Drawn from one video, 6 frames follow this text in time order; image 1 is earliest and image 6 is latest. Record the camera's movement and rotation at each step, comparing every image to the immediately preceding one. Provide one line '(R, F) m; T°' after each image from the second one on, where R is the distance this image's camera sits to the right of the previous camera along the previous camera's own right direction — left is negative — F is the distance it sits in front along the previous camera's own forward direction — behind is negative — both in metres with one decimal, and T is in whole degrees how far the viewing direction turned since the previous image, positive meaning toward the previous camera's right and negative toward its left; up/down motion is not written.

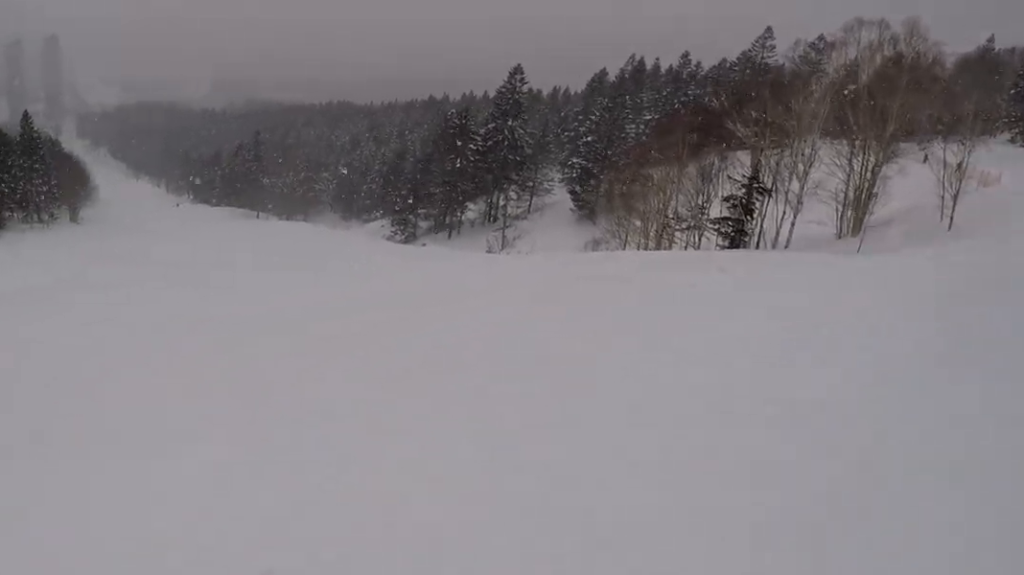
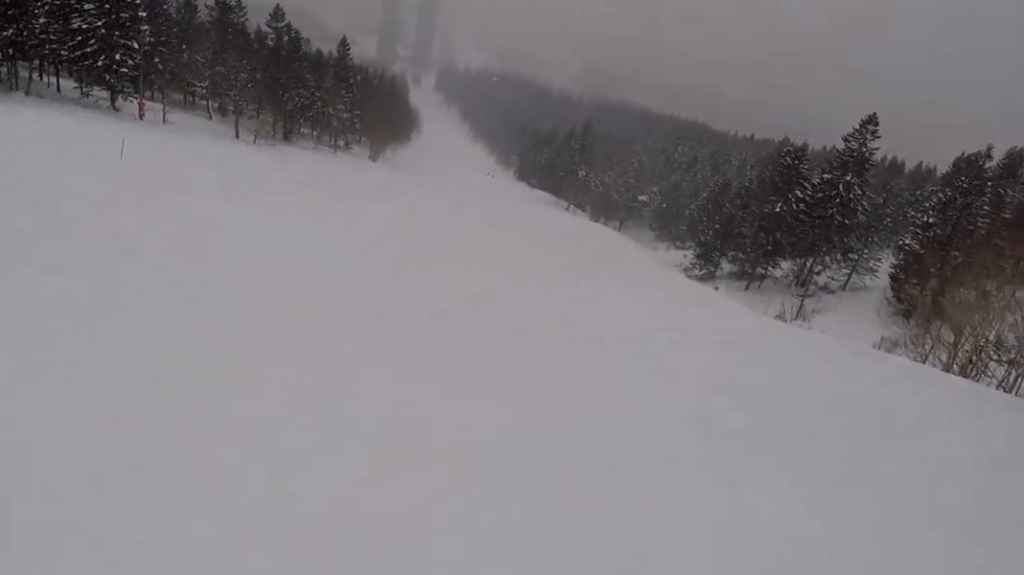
(-3.3, +9.8) m; -47°
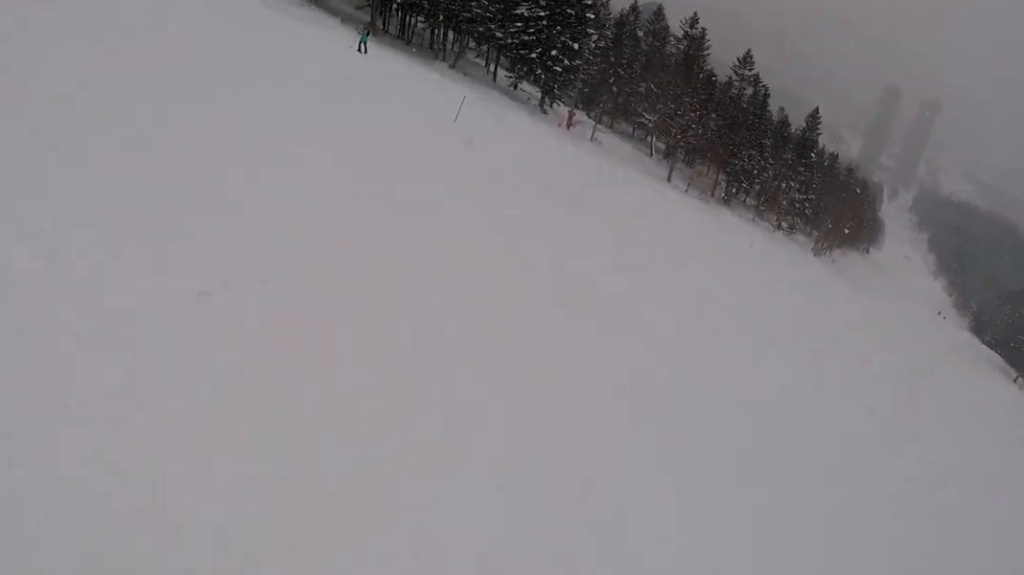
(-2.7, +6.7) m; -36°
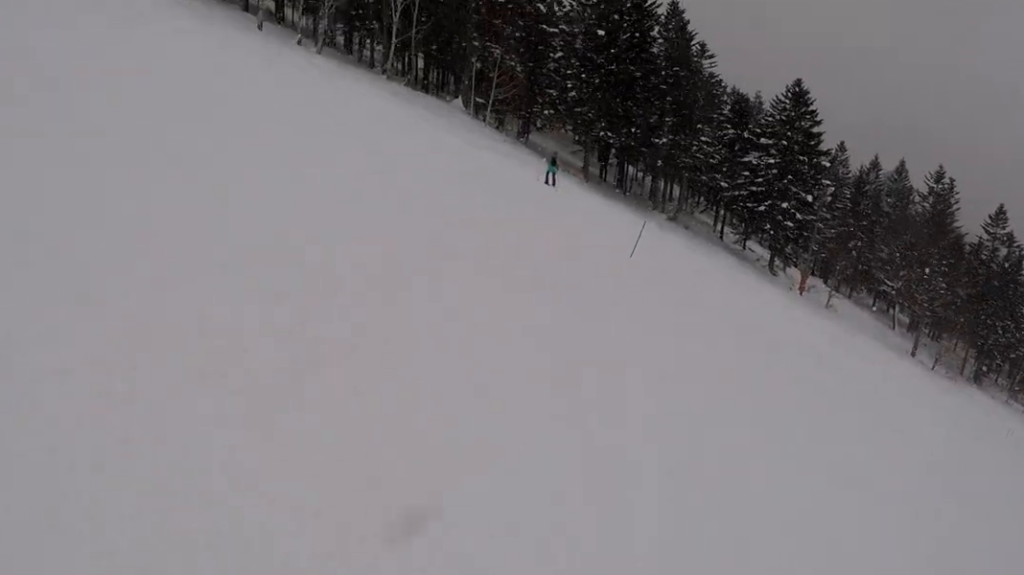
(-1.1, +5.8) m; -17°
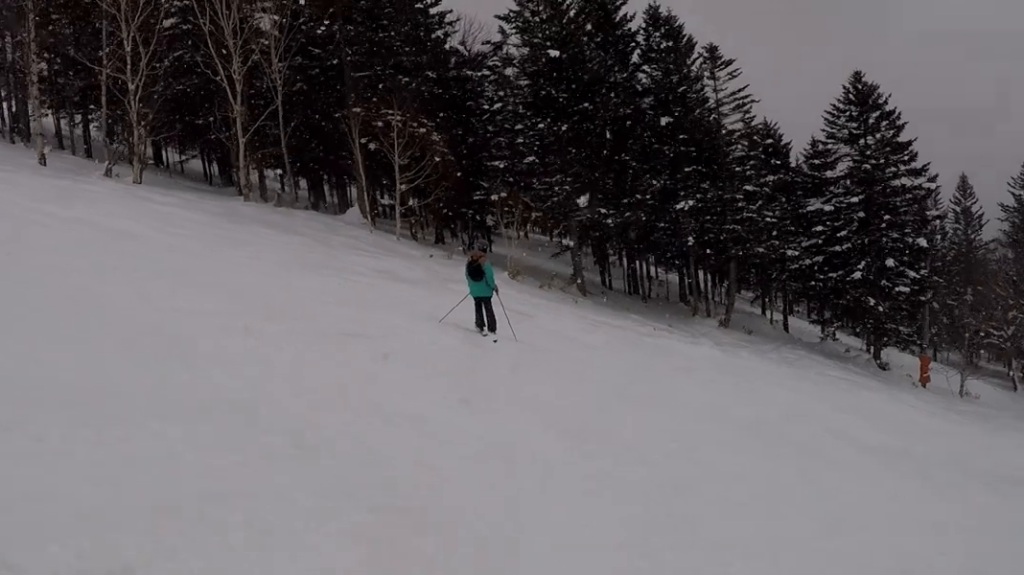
(-3.7, +18.6) m; -19°
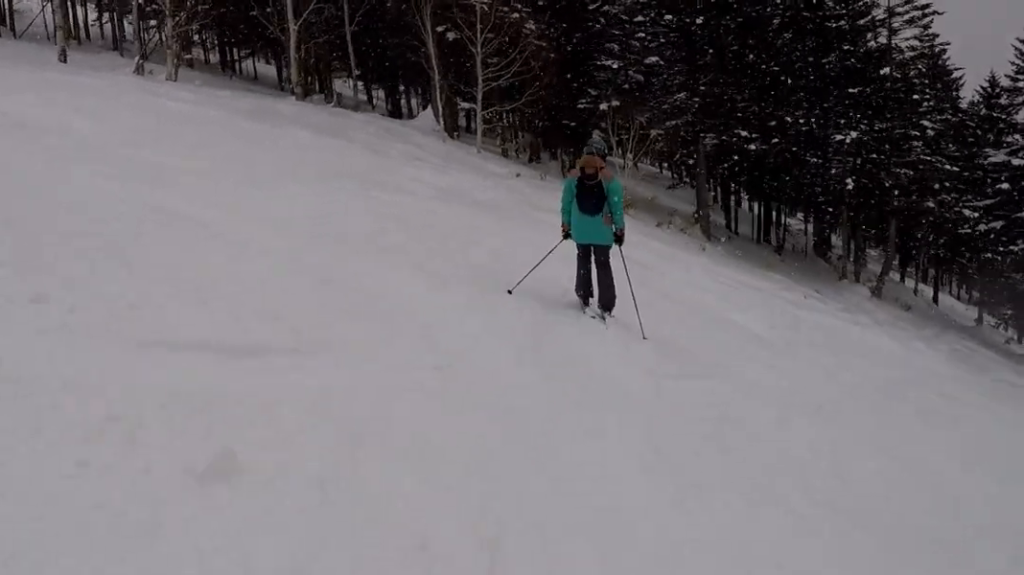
(-0.5, +4.4) m; -14°
